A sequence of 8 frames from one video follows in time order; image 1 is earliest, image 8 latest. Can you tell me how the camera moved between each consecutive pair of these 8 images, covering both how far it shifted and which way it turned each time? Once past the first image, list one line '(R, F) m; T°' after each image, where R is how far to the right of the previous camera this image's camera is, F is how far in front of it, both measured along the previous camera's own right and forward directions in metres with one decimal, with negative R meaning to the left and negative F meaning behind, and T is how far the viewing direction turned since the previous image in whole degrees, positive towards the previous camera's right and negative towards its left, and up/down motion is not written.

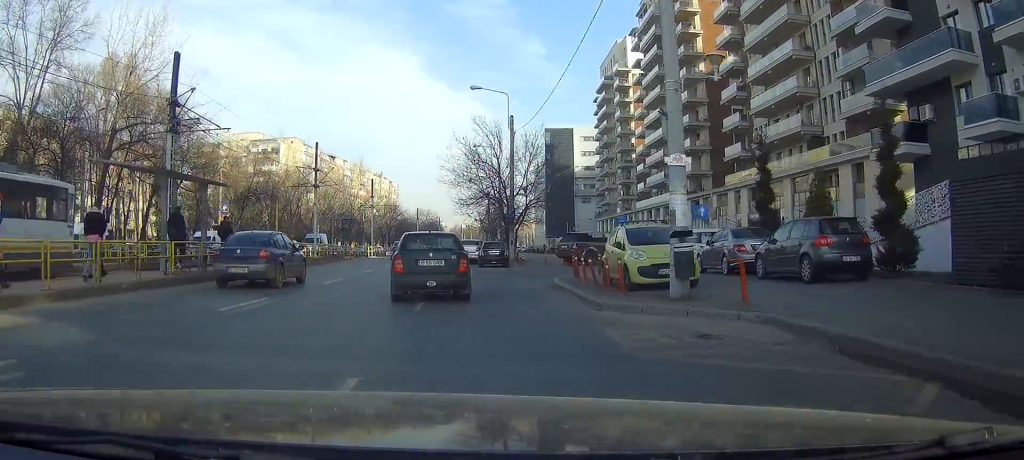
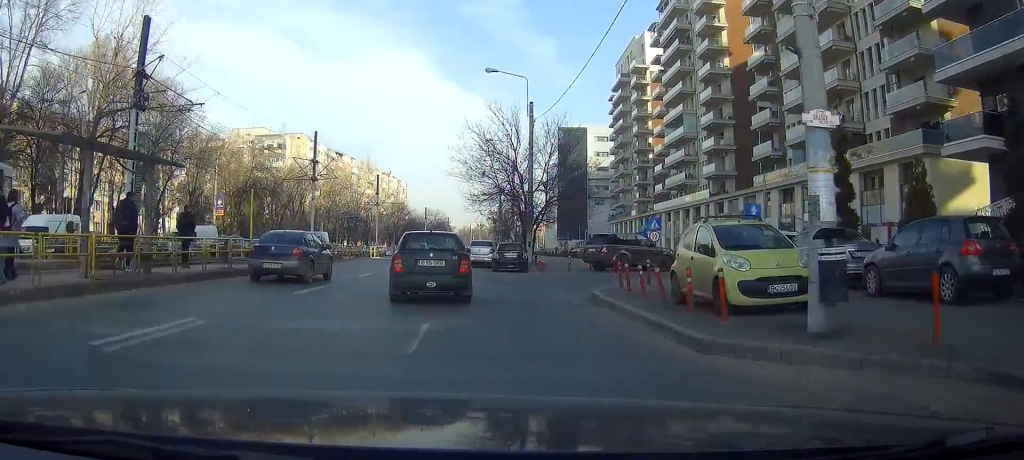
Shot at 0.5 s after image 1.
(+0.1, +4.4) m; +2°
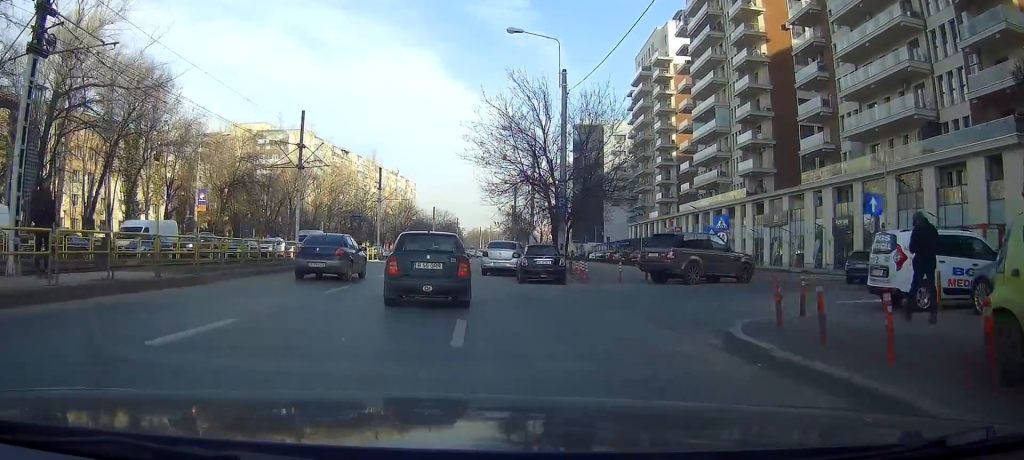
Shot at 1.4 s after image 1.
(+0.2, +7.7) m; +2°
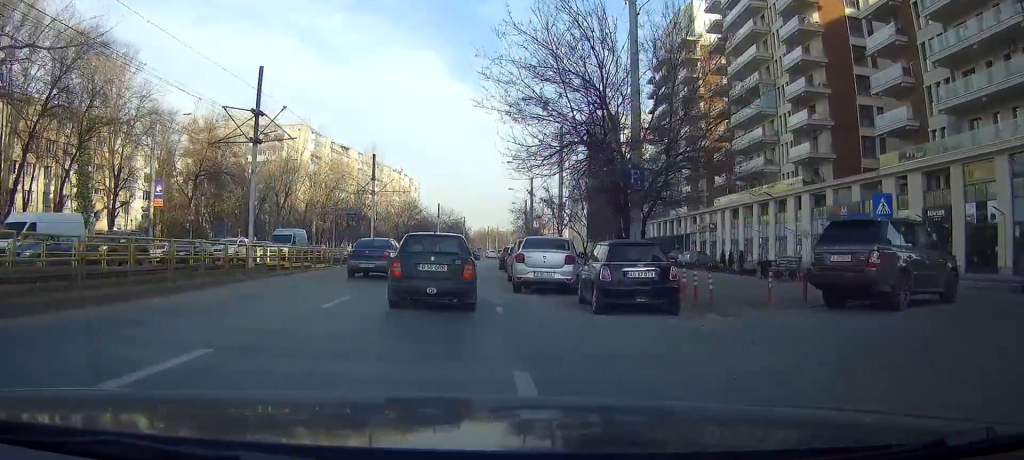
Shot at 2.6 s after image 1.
(+0.1, +11.9) m; -1°
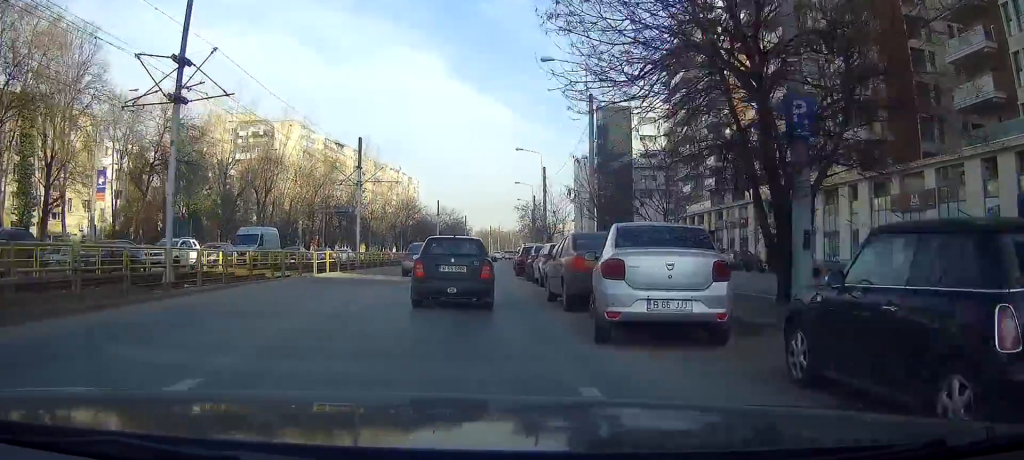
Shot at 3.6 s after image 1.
(-0.1, +10.6) m; -1°
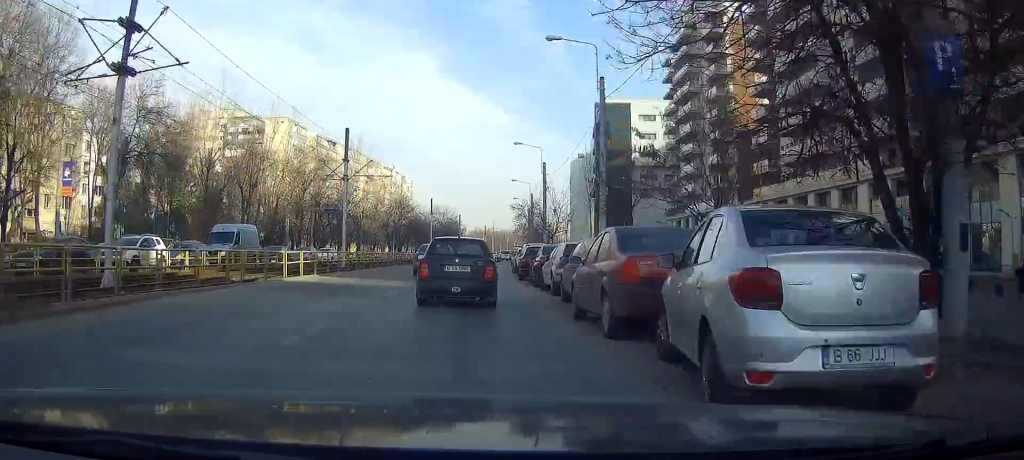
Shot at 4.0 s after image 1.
(0.0, +4.1) m; 0°
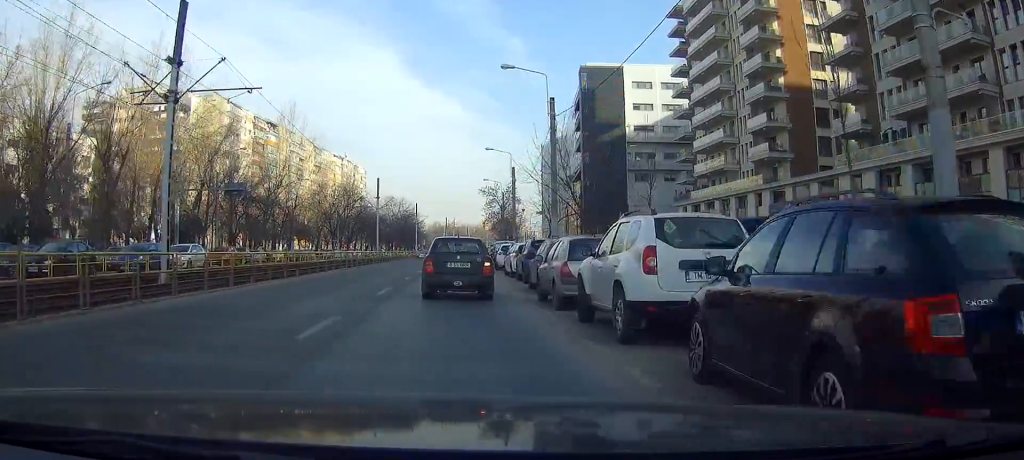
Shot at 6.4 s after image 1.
(0.0, +25.0) m; +1°
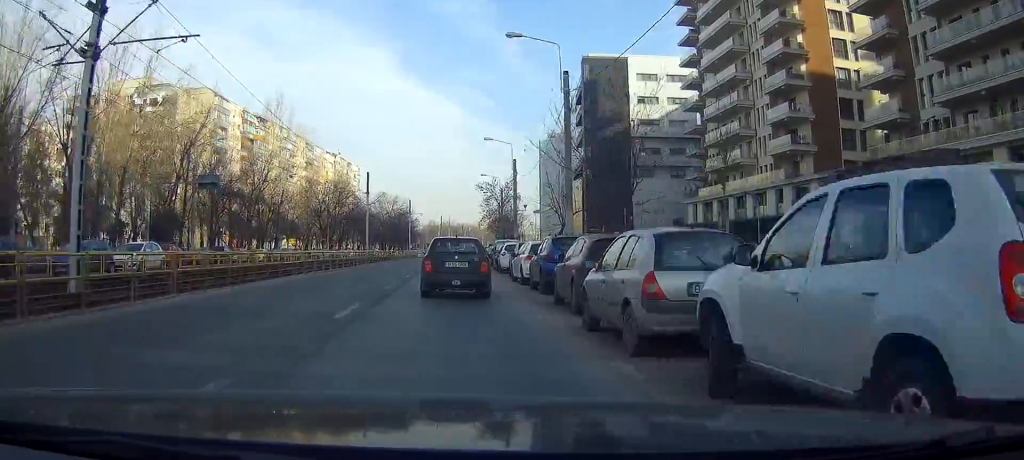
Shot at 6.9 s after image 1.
(0.0, +5.5) m; +1°
